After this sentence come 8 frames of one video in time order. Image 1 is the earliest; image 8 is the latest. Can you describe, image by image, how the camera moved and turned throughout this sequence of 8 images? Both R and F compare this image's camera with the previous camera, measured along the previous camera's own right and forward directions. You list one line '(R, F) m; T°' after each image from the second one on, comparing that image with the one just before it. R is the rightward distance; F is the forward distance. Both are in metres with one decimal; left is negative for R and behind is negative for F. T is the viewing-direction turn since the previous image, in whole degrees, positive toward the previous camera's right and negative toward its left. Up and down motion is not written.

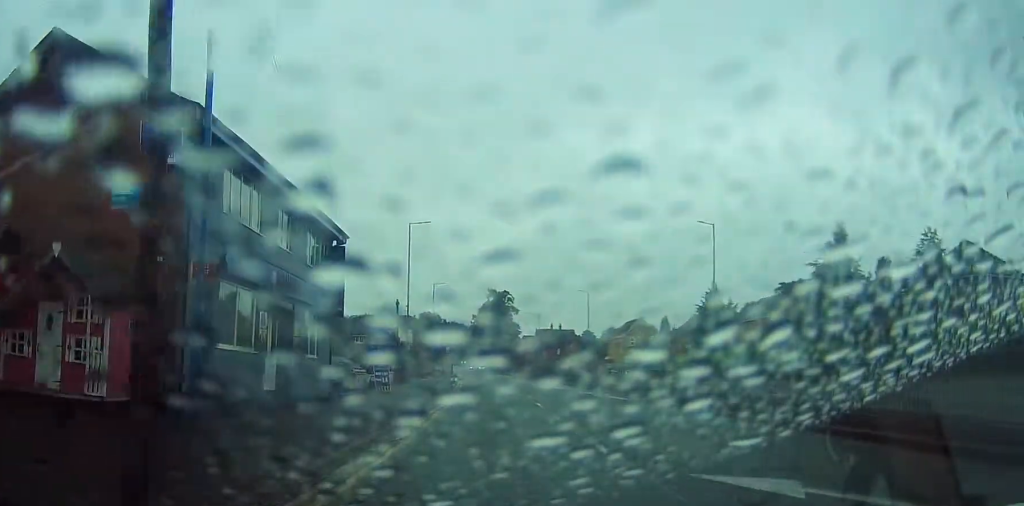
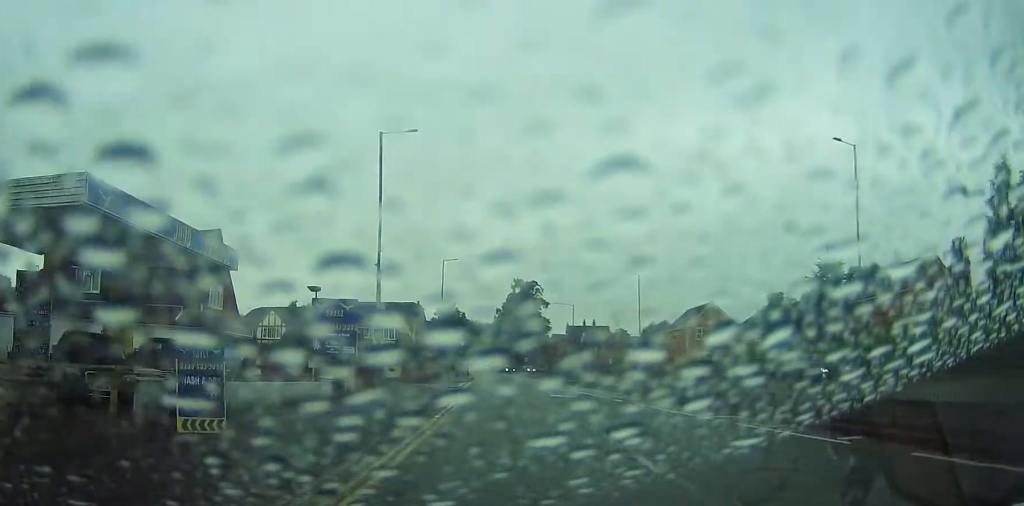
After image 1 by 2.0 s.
(-0.3, +21.6) m; -1°
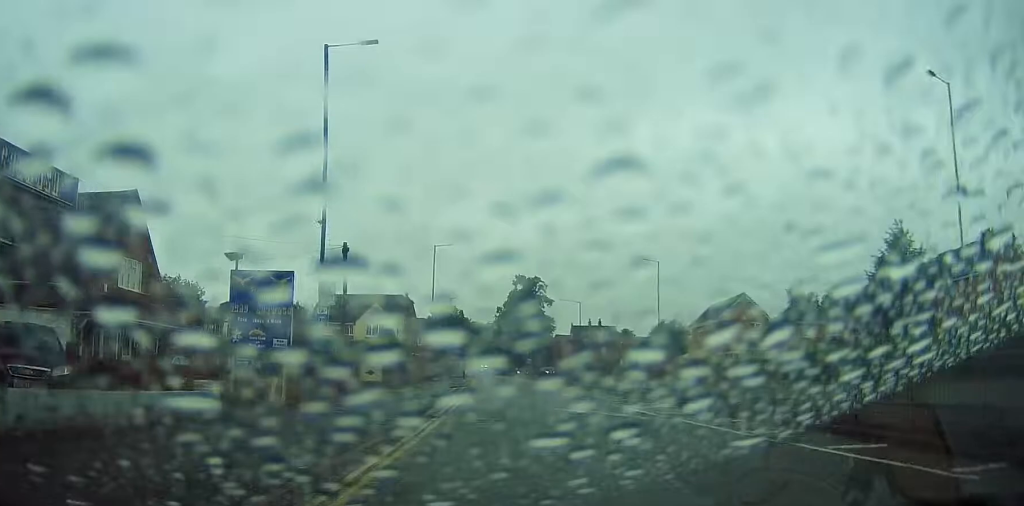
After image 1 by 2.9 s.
(-0.1, +9.7) m; 0°
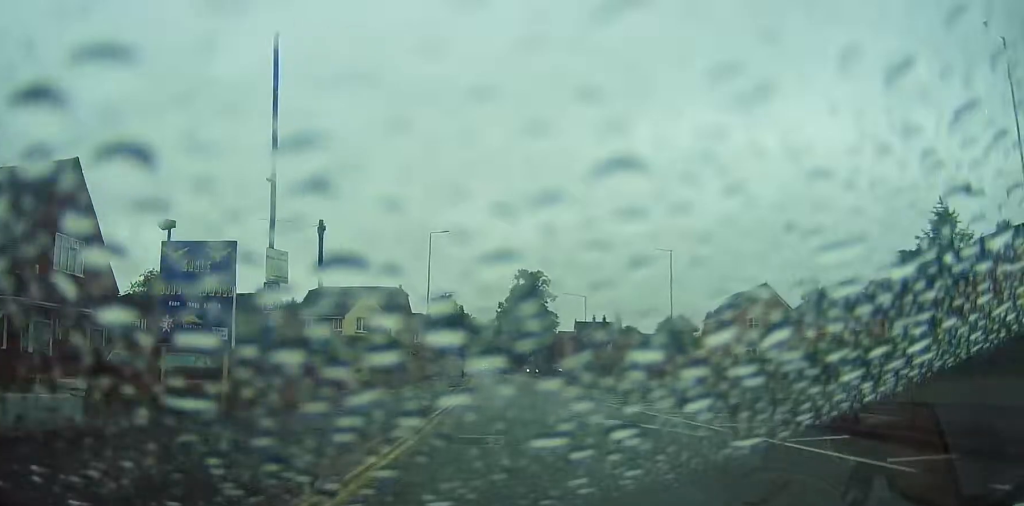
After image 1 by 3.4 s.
(-0.2, +5.0) m; +1°
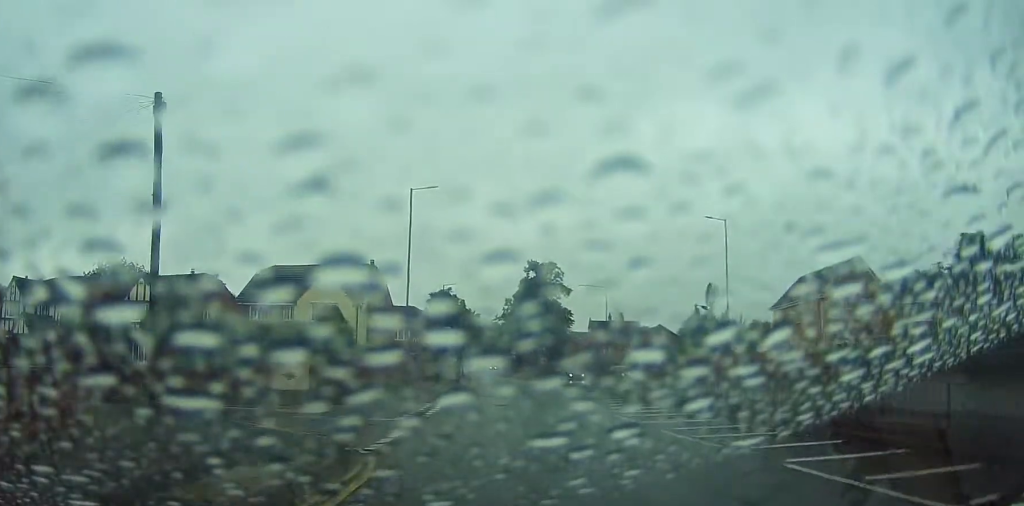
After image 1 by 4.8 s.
(+0.4, +15.6) m; 0°
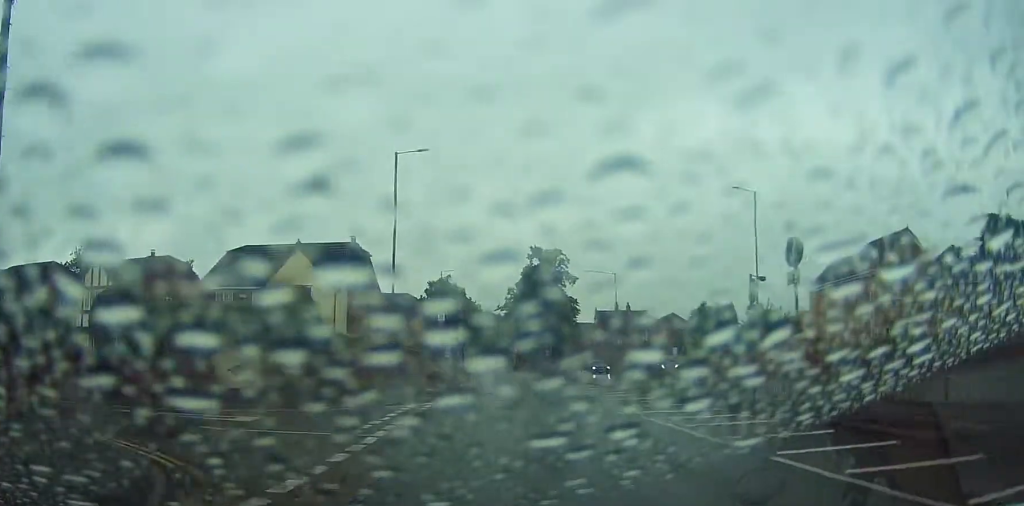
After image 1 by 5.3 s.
(-0.2, +6.1) m; -2°
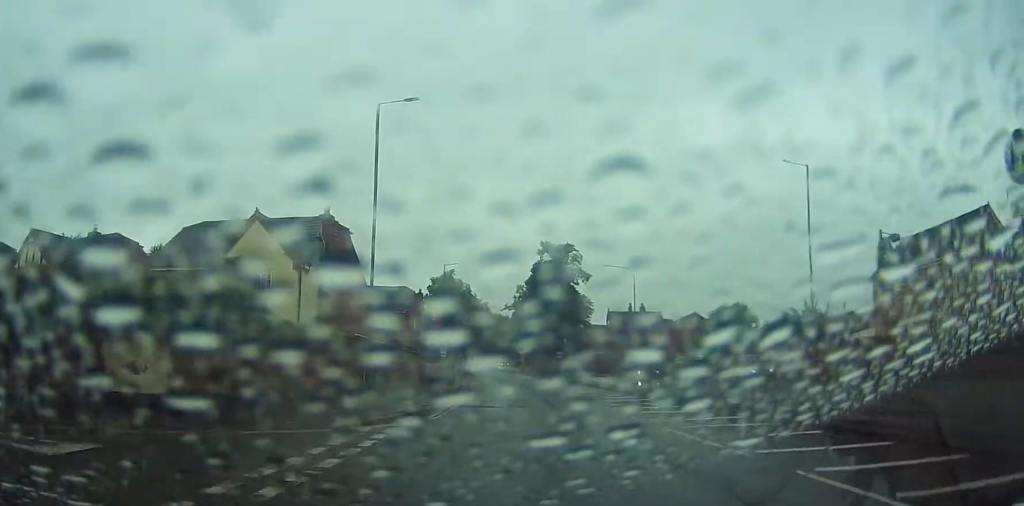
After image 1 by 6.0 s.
(-0.1, +7.6) m; -1°
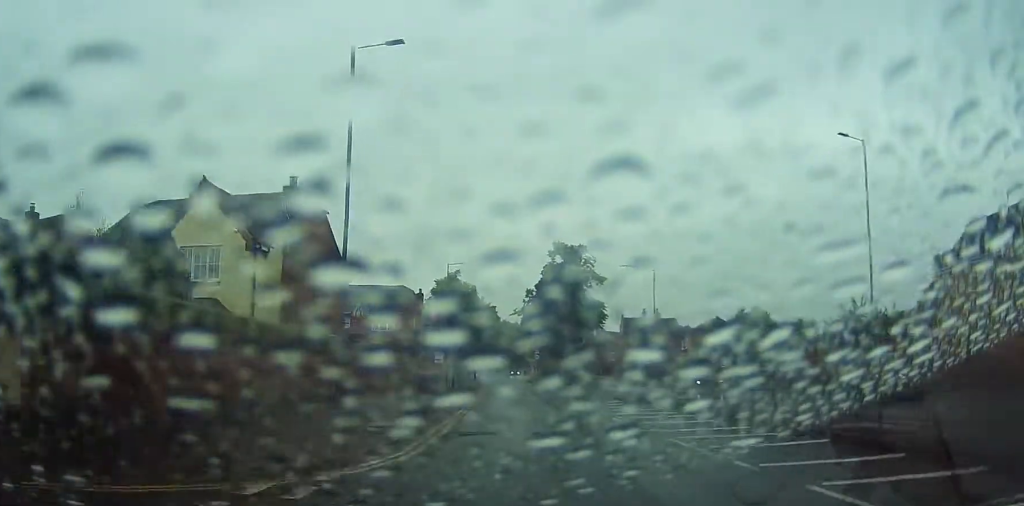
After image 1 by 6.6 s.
(0.0, +6.3) m; 0°
